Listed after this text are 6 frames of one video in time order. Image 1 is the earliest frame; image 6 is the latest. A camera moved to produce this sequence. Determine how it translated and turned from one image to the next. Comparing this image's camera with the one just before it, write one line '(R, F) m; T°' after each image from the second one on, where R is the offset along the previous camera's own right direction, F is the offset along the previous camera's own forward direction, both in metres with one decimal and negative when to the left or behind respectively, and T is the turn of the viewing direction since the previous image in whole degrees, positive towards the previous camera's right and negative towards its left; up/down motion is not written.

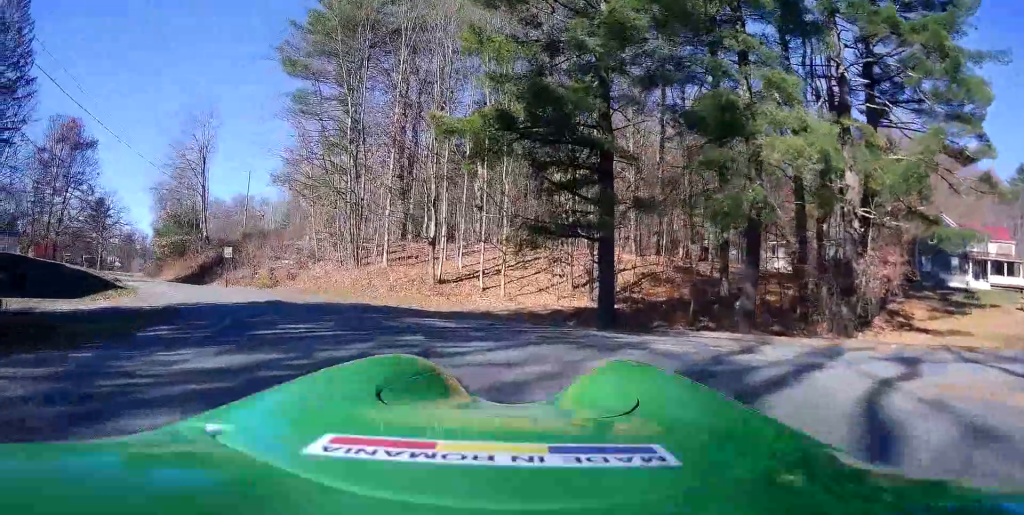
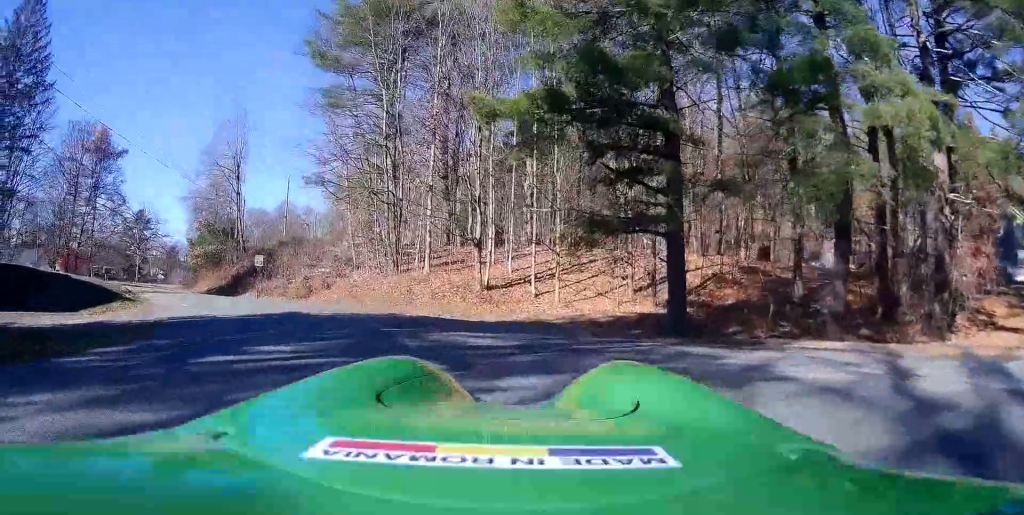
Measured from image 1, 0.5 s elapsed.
(-0.3, +3.0) m; -5°
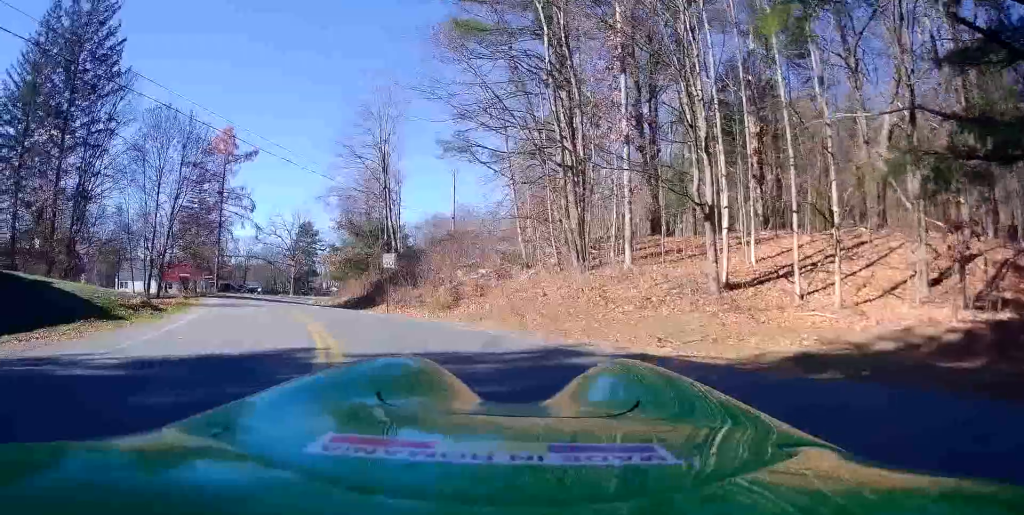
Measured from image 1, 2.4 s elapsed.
(0.0, +14.4) m; 0°
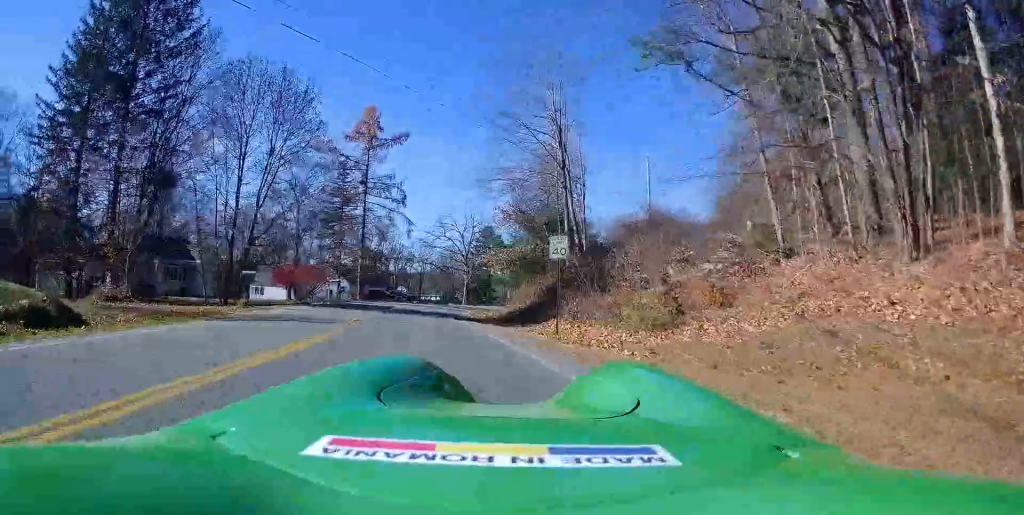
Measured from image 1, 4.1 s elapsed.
(-1.1, +12.6) m; -14°
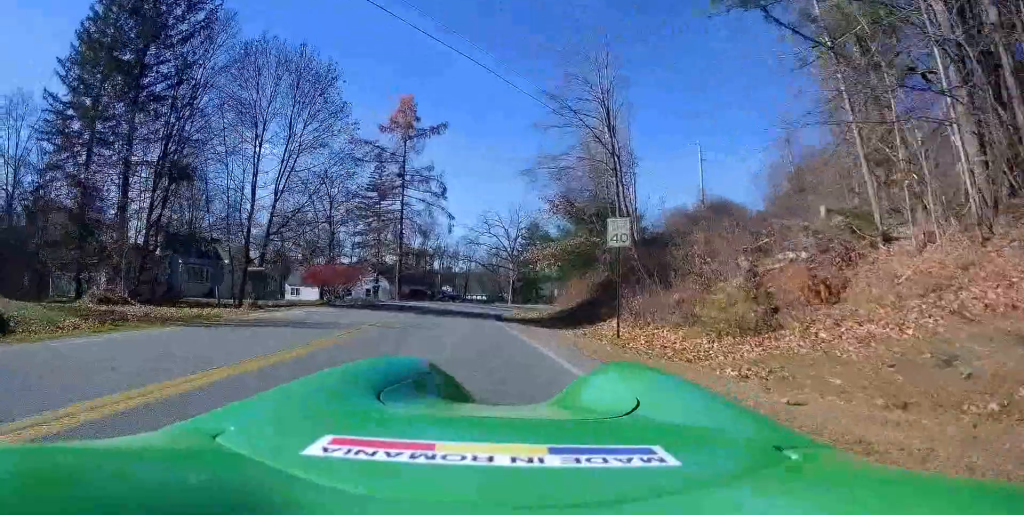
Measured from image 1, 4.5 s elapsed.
(-0.1, +3.2) m; -5°
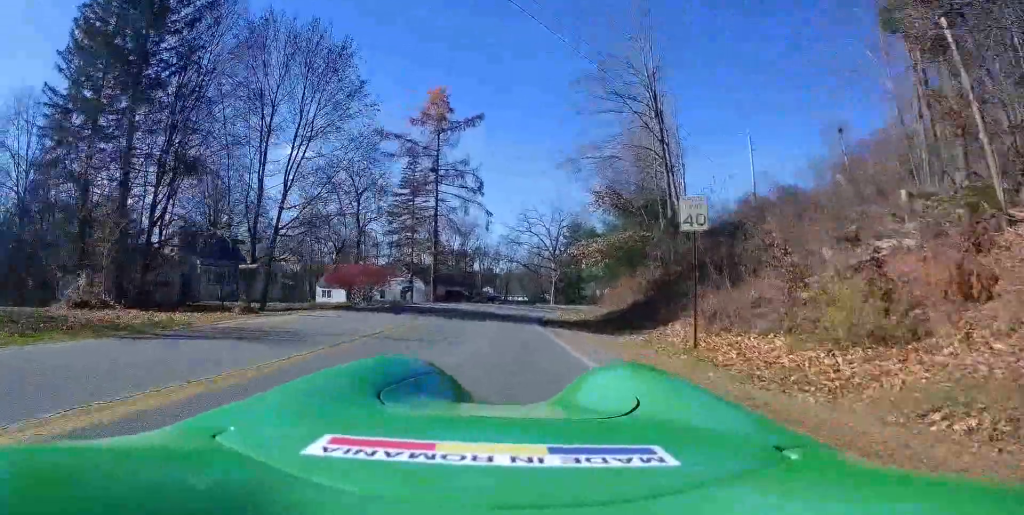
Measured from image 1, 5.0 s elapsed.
(-0.2, +3.6) m; -3°
